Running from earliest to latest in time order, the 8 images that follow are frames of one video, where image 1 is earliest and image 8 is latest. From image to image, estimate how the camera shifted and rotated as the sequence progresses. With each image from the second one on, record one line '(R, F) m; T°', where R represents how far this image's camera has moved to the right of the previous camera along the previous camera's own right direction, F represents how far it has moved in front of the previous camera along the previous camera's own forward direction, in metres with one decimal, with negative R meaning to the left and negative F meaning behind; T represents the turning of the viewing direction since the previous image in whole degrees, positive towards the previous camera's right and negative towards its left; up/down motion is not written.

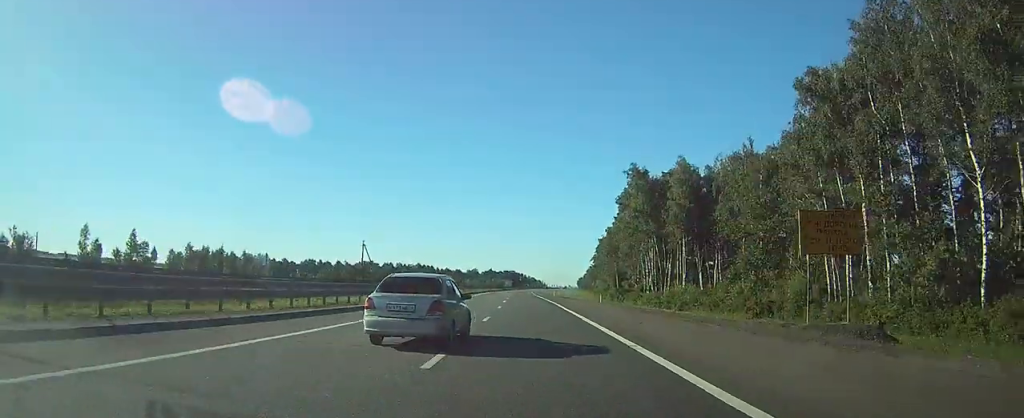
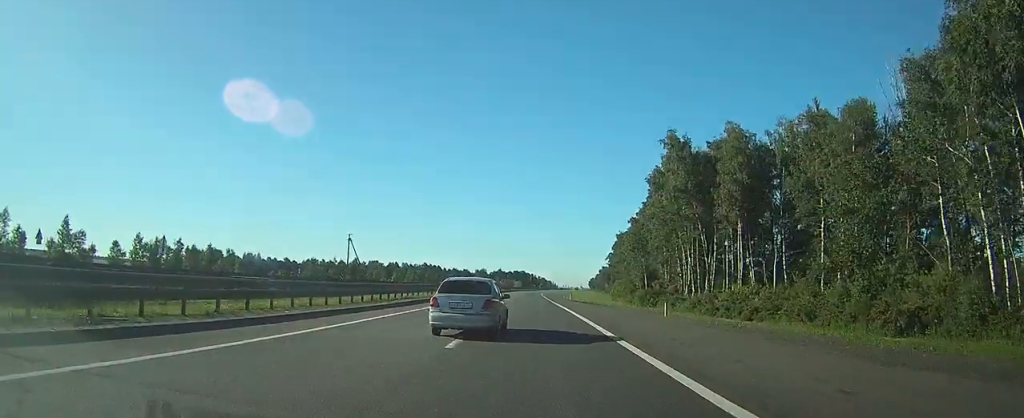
(-0.3, +20.6) m; -1°
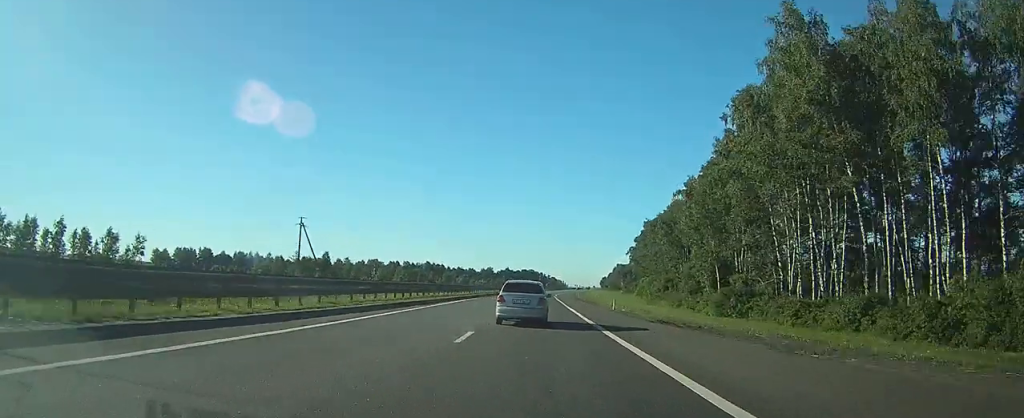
(-0.3, +34.6) m; -1°
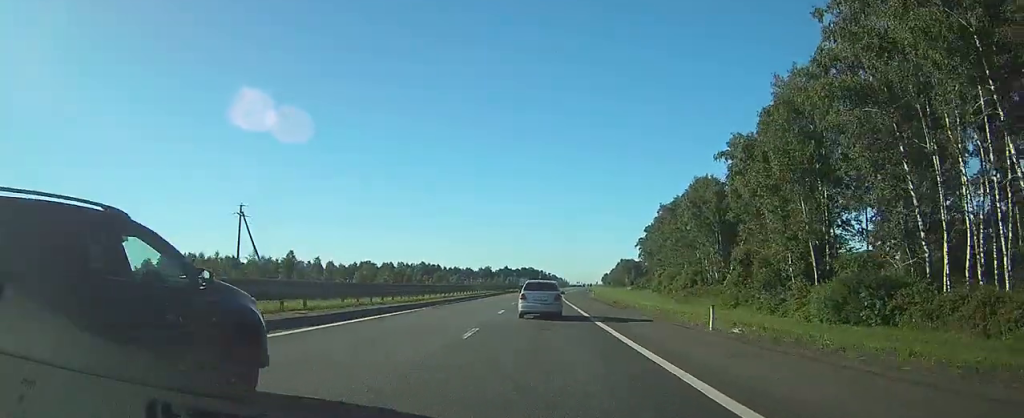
(-0.1, +22.7) m; 0°
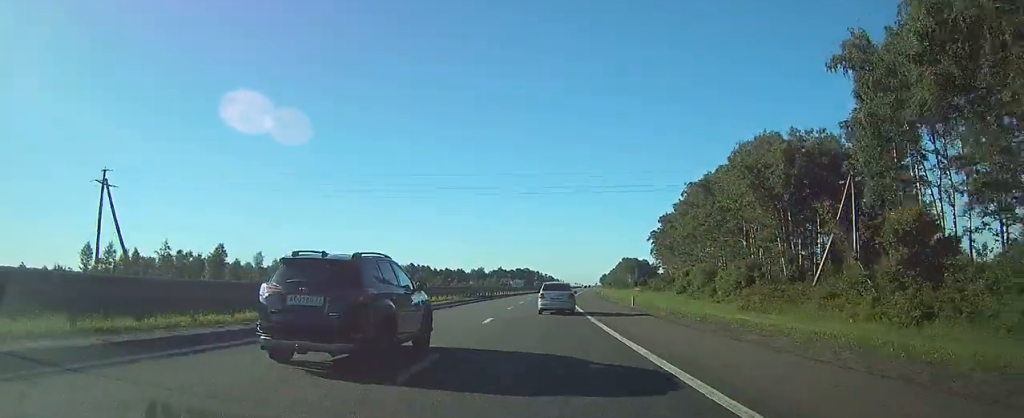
(0.0, +29.9) m; 0°
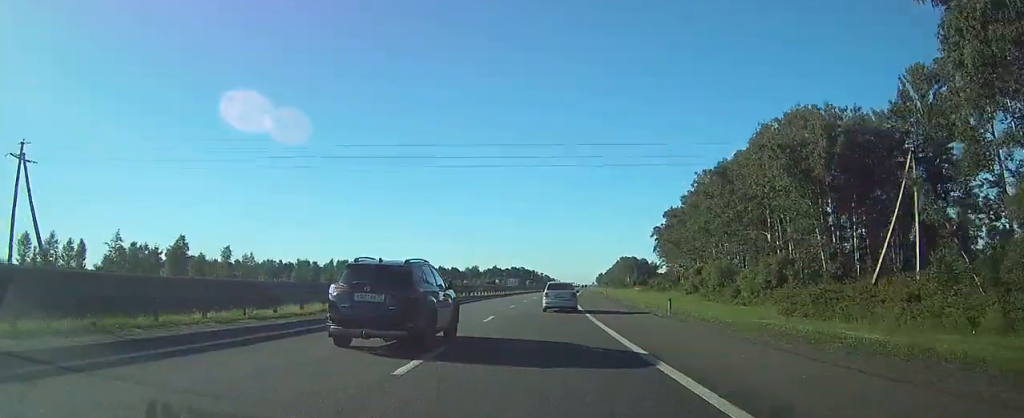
(0.0, +11.4) m; 0°
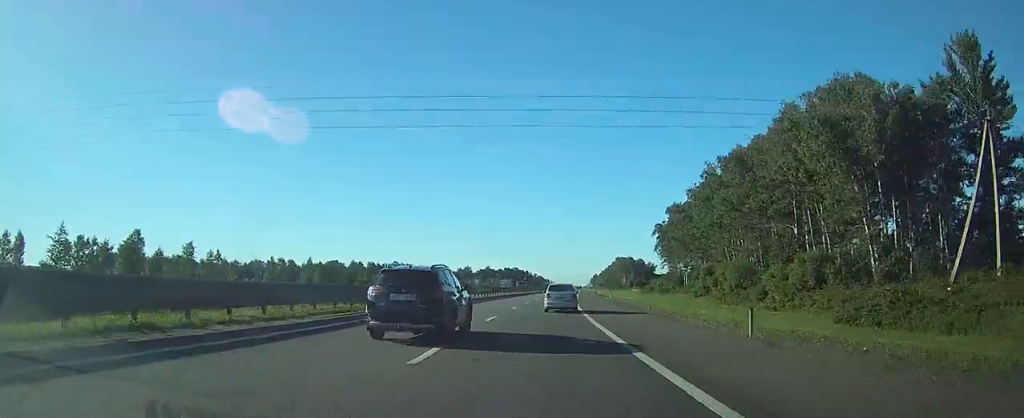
(-0.1, +10.6) m; 0°
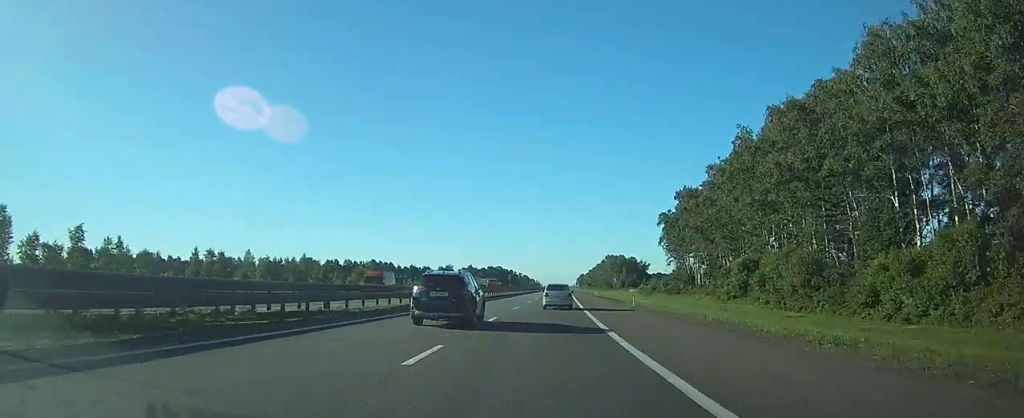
(+0.3, +23.9) m; +1°
